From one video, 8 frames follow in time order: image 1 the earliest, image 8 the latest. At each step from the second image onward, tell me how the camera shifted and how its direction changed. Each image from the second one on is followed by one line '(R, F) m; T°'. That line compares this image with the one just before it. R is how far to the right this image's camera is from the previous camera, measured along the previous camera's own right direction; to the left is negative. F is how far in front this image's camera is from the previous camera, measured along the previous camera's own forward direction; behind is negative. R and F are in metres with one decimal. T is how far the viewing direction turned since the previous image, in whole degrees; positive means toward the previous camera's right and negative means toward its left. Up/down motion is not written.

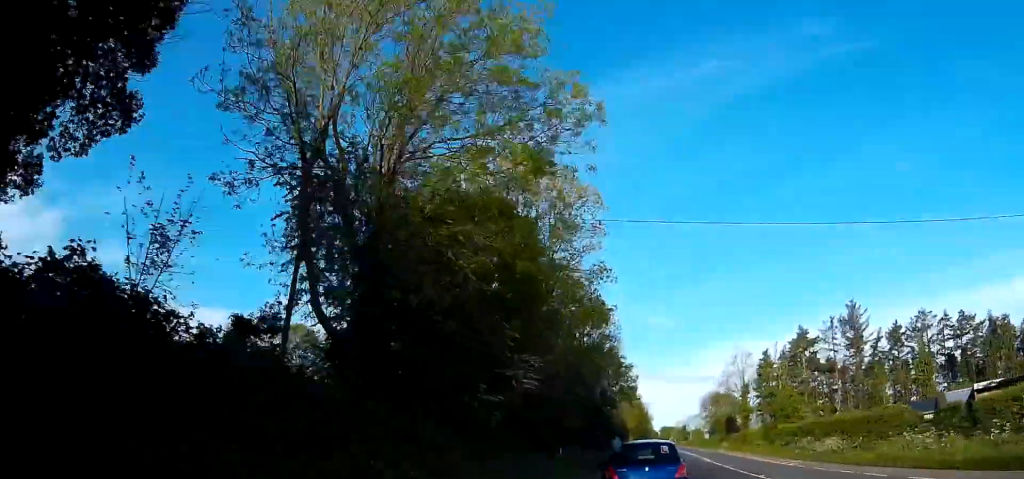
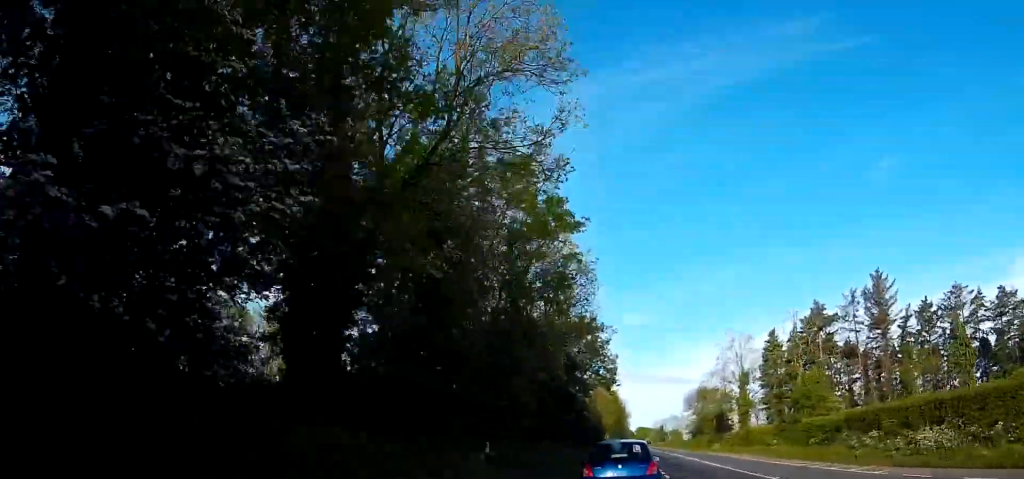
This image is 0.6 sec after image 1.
(+0.7, +16.8) m; +2°
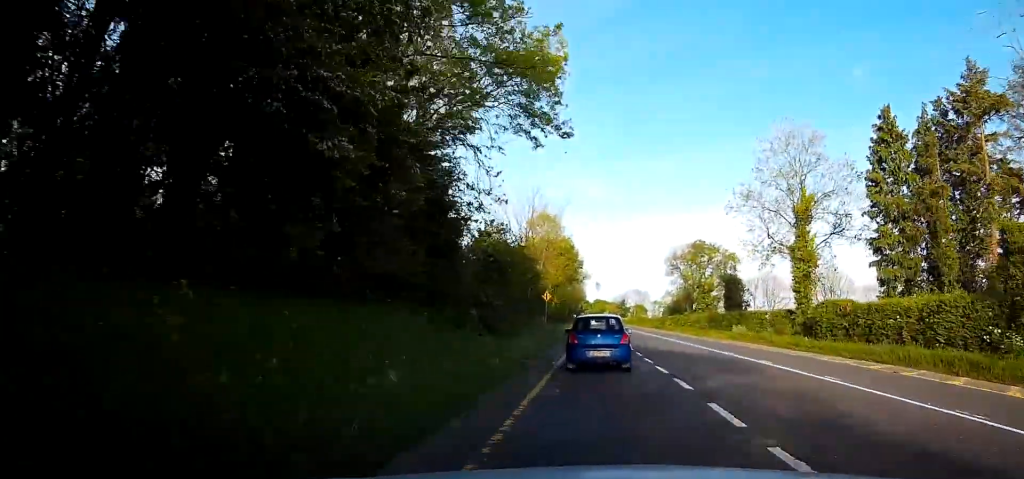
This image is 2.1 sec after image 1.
(+0.3, +40.8) m; +1°
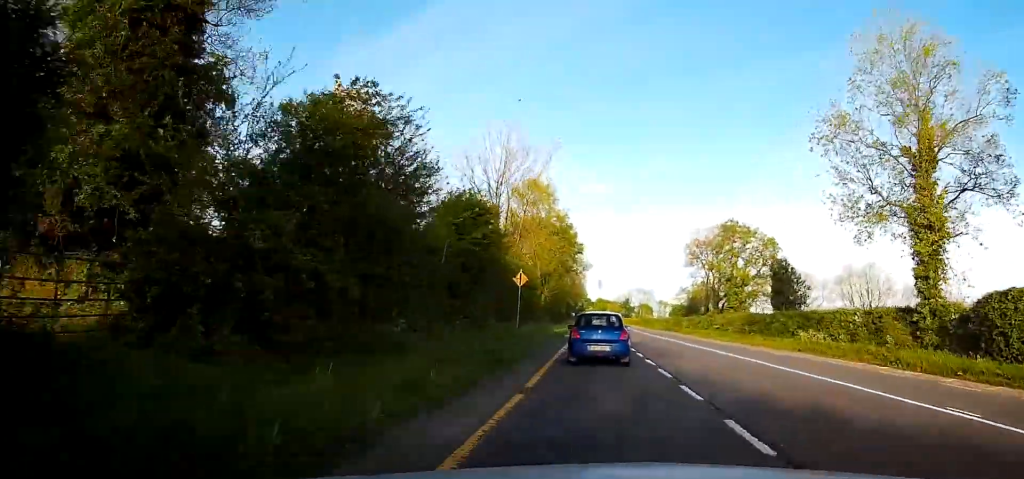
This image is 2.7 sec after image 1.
(0.0, +18.5) m; +1°
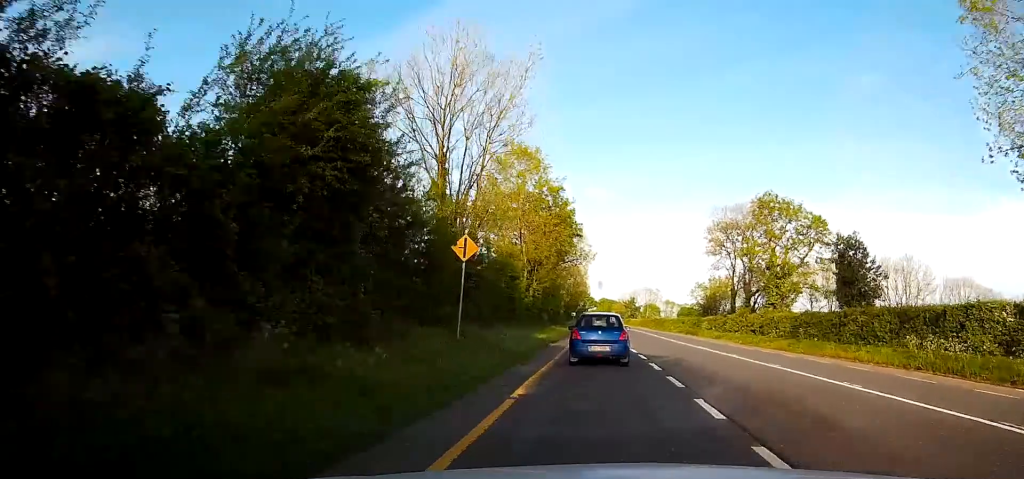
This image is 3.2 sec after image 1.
(+0.3, +14.0) m; +1°
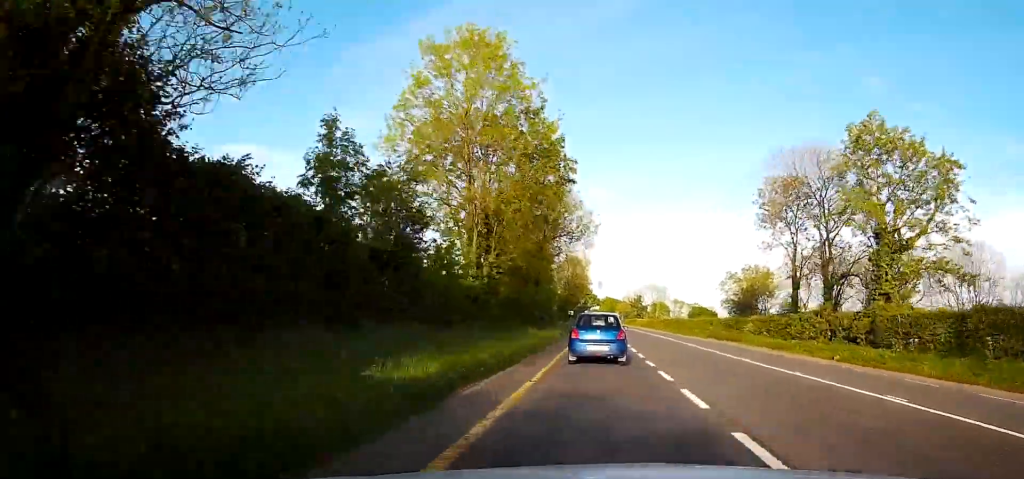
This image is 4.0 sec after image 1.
(+0.3, +20.5) m; +1°
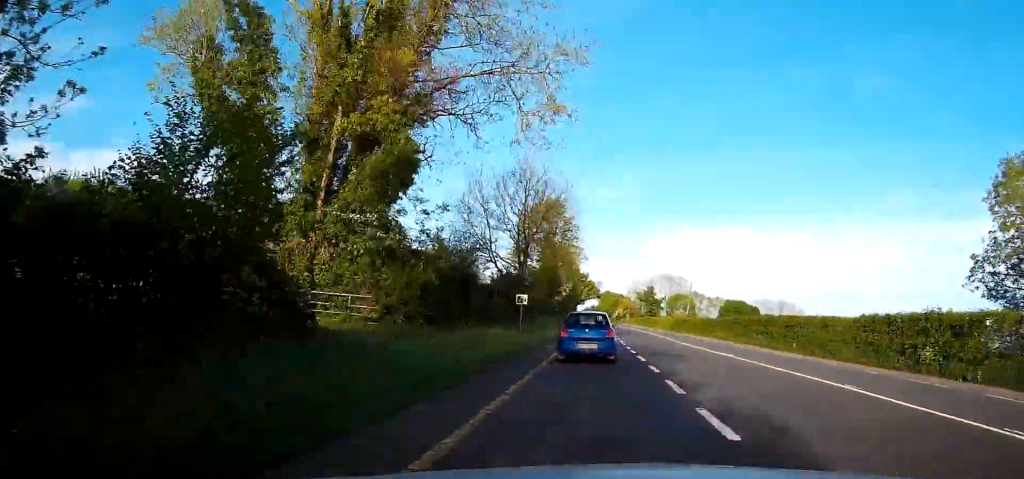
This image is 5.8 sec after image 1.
(0.0, +52.1) m; 0°
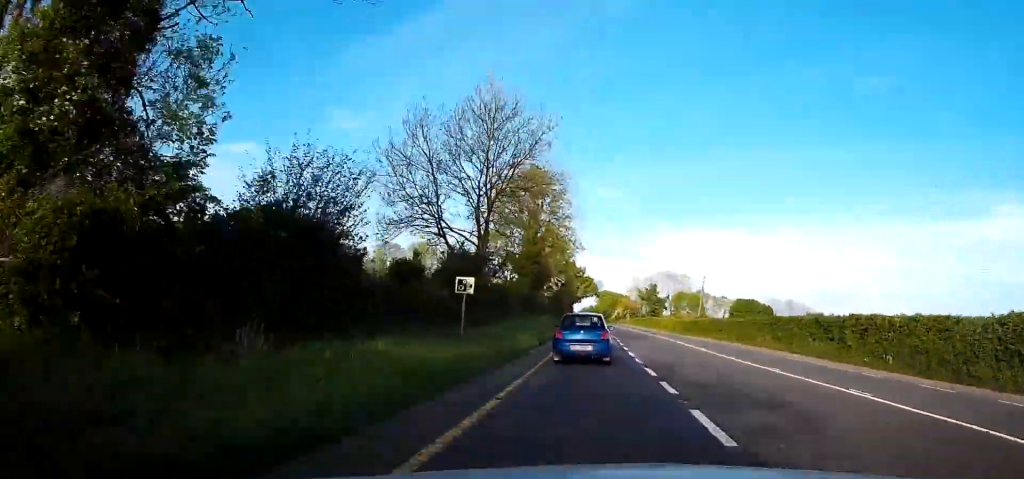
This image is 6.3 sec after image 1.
(+0.1, +13.0) m; 0°
